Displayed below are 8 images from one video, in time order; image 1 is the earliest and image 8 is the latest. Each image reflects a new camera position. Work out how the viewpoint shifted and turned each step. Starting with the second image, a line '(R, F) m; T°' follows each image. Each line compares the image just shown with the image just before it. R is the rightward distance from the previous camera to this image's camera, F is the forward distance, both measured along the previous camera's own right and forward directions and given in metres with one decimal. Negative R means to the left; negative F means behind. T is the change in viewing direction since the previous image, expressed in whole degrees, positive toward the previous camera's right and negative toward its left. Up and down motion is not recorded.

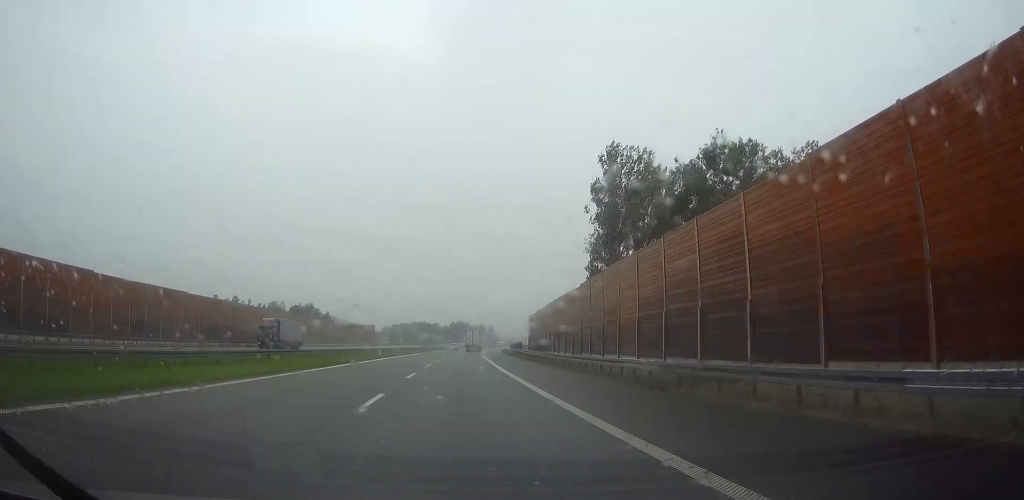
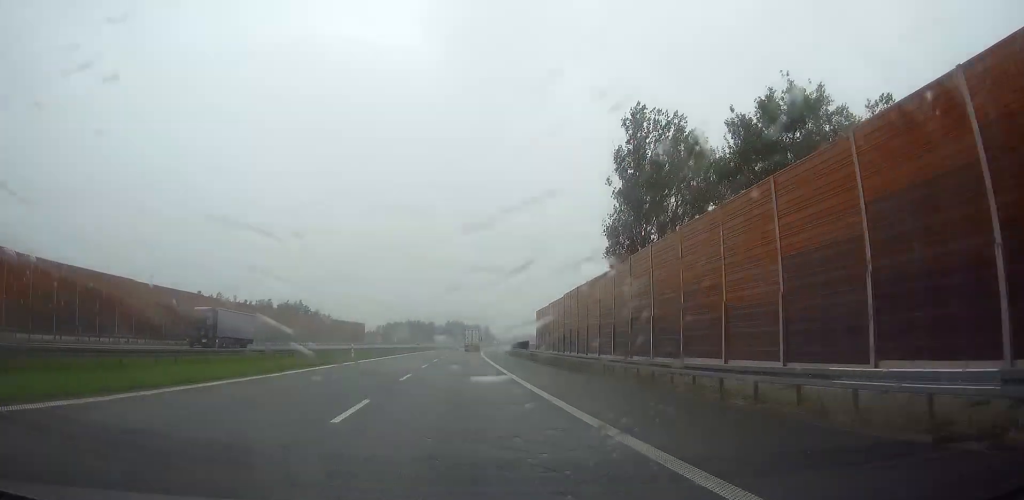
(0.0, +14.1) m; 0°
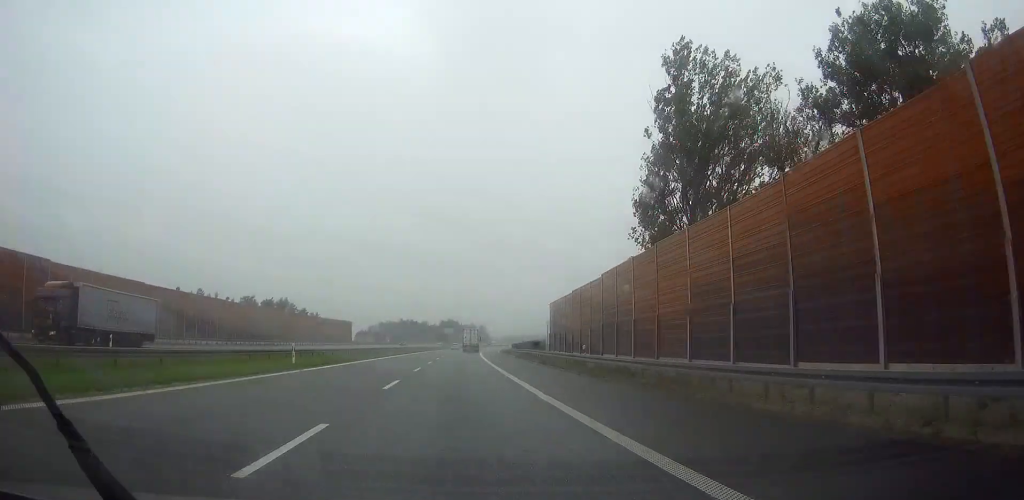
(0.0, +16.4) m; 0°
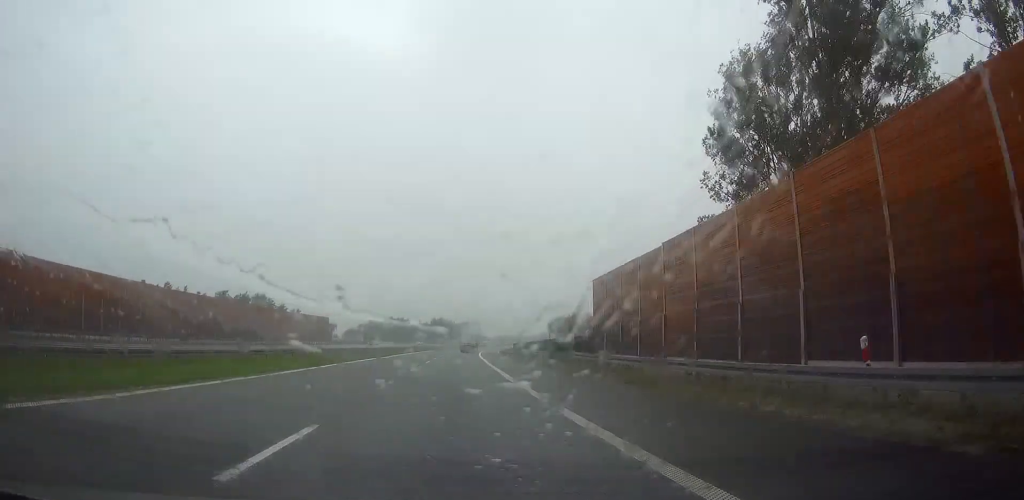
(0.0, +24.1) m; 0°
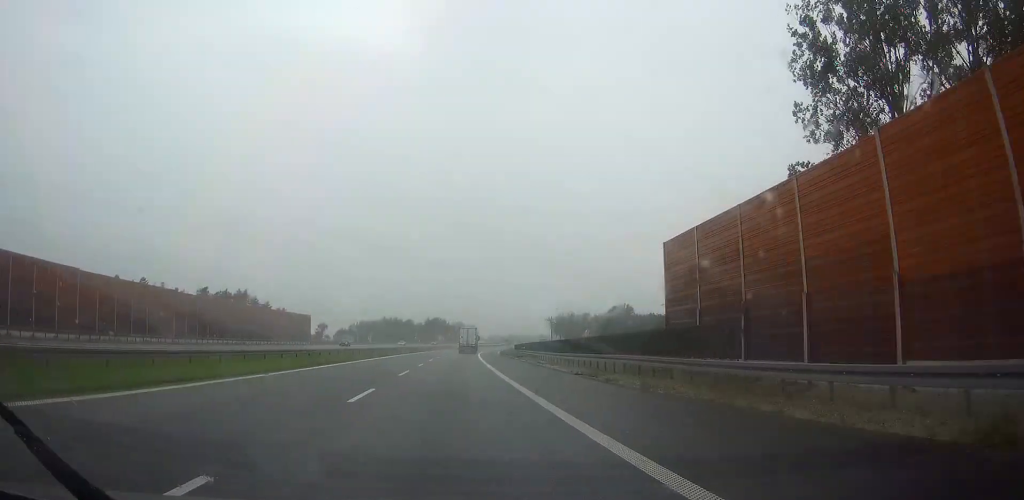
(0.0, +15.9) m; 0°
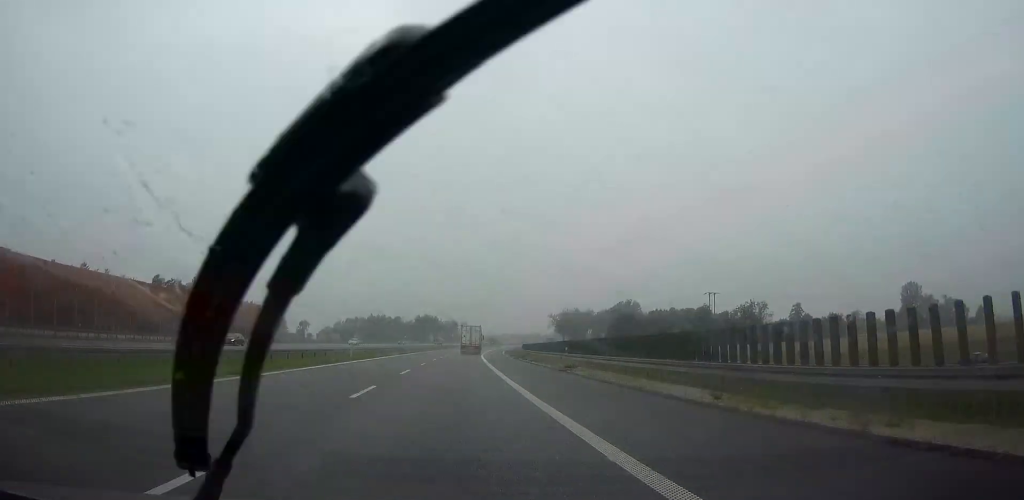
(0.0, +34.1) m; +1°
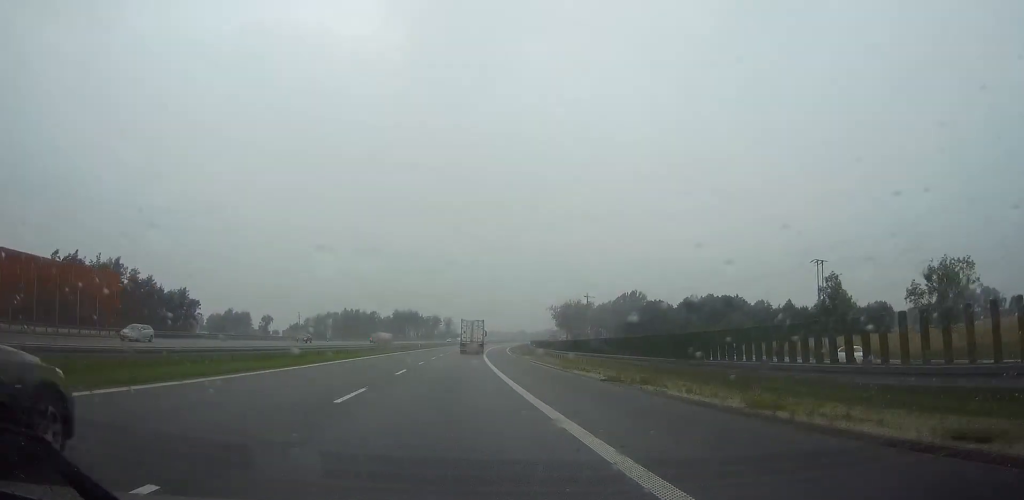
(+1.0, +47.0) m; +2°
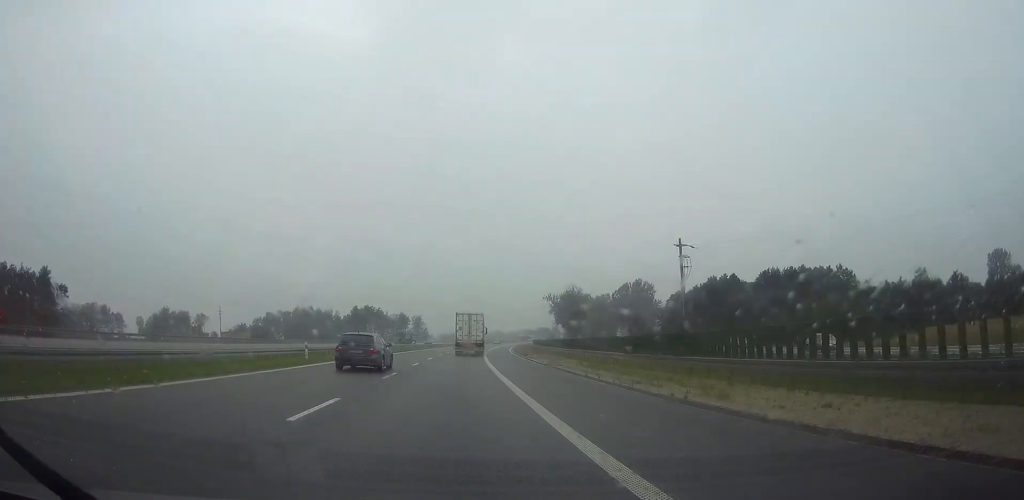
(+1.4, +61.1) m; +3°
